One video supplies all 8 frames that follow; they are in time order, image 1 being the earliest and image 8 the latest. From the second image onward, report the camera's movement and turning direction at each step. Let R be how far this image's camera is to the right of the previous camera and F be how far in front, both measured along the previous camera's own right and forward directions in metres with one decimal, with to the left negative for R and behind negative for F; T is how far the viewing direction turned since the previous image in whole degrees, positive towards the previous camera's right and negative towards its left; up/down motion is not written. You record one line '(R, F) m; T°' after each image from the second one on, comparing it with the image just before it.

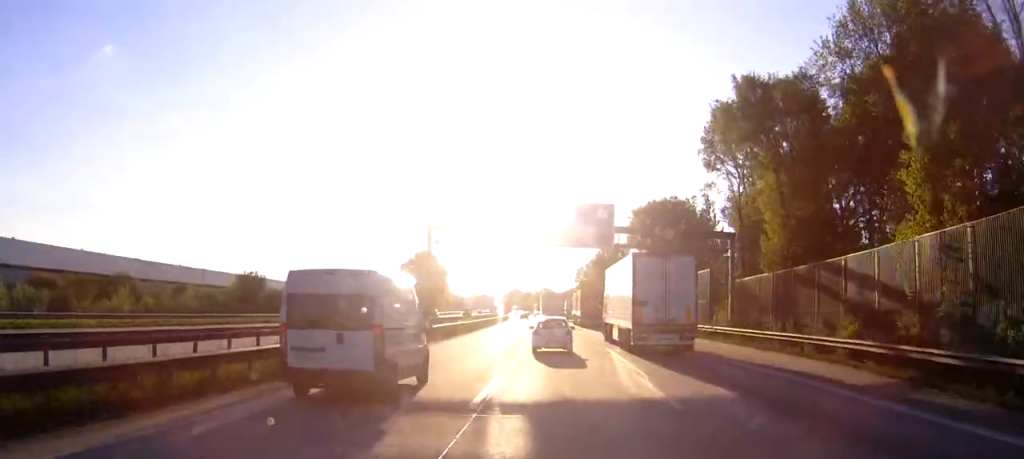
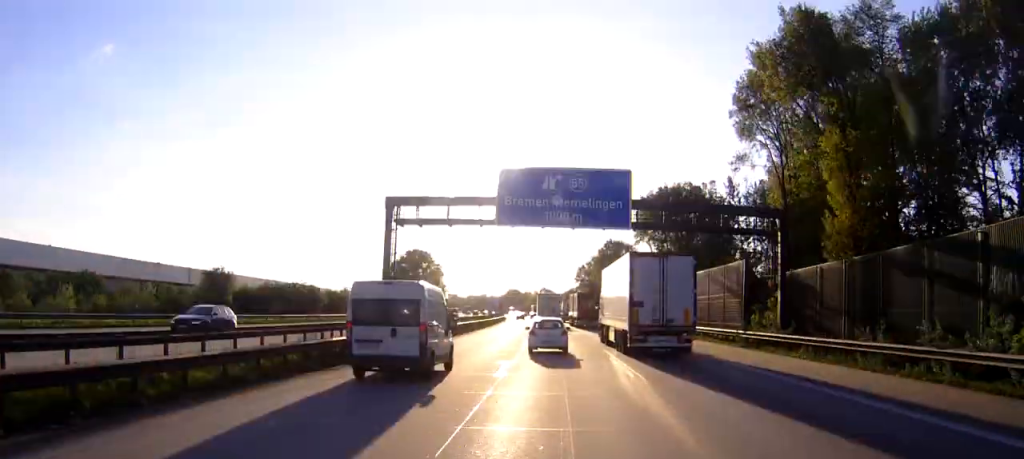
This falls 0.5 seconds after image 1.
(0.0, +11.2) m; 0°
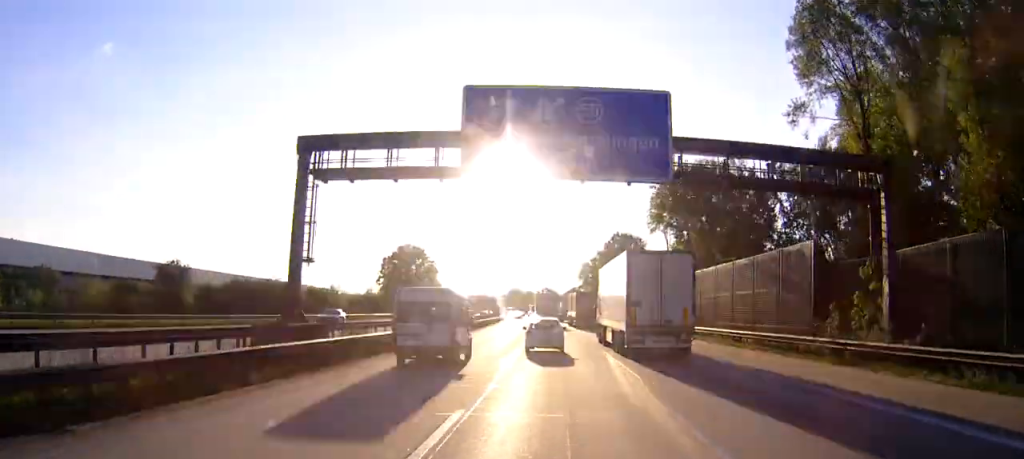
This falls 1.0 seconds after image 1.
(0.0, +12.8) m; 0°
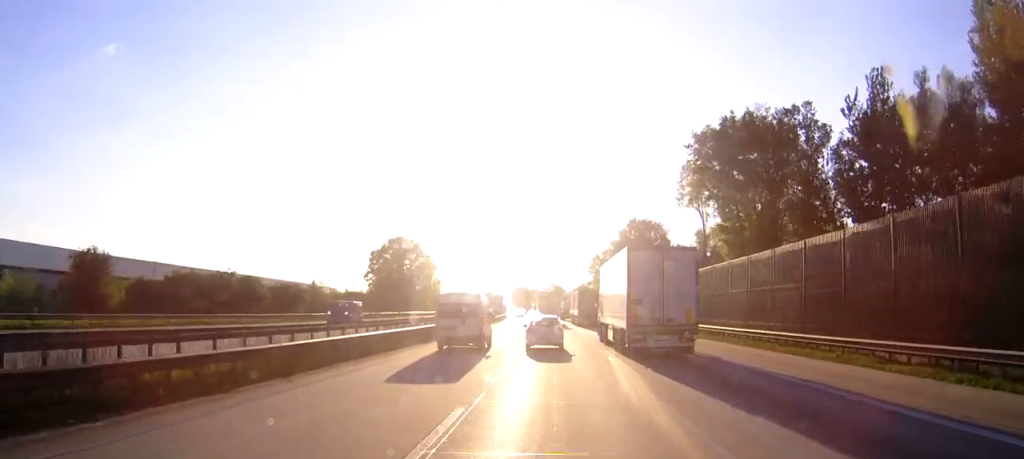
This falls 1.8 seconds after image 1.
(-0.1, +18.4) m; 0°
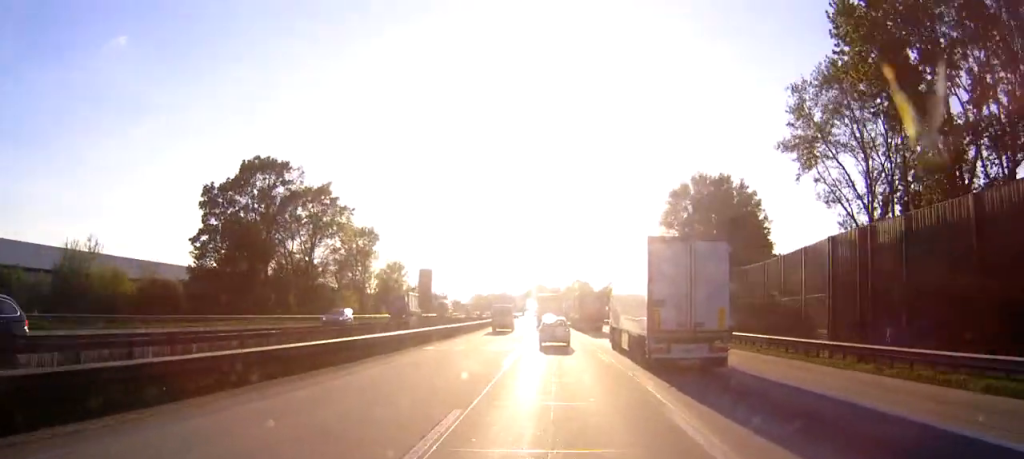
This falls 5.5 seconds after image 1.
(-1.7, +90.0) m; -2°
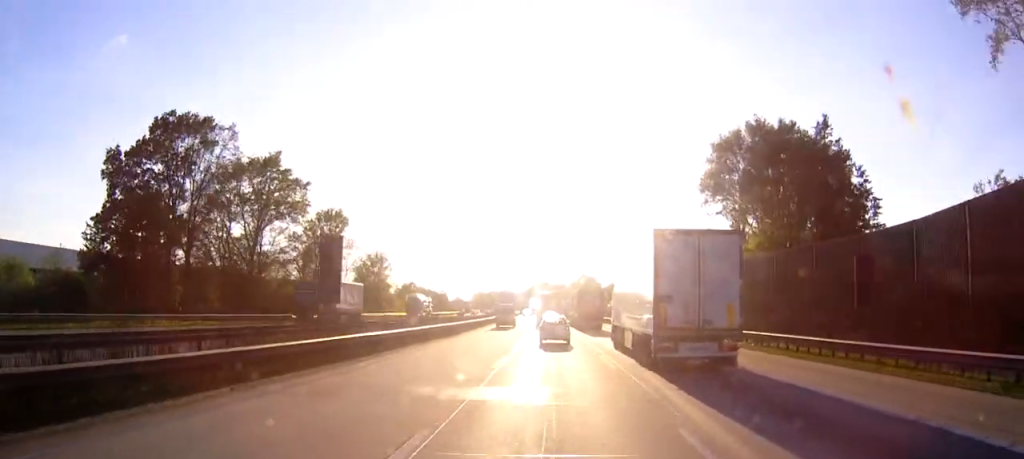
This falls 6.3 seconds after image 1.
(-0.1, +20.5) m; 0°
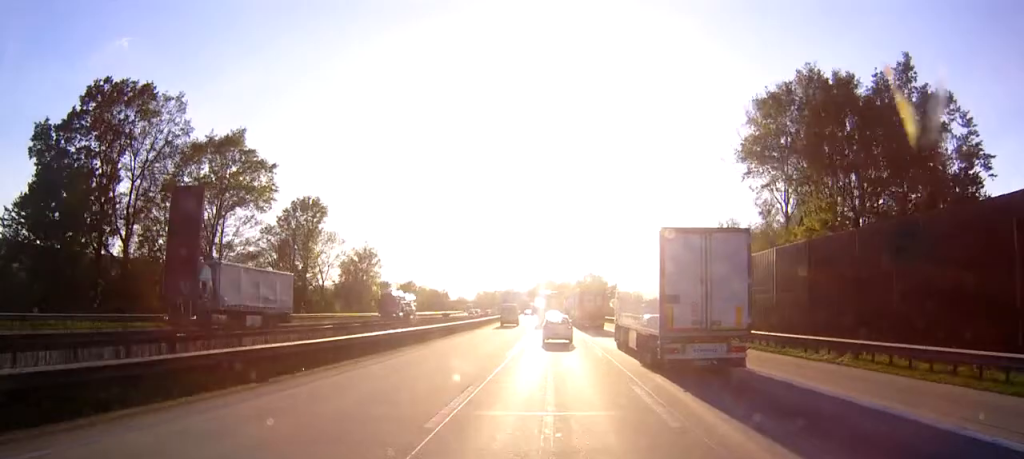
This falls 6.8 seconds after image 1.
(0.0, +11.6) m; 0°
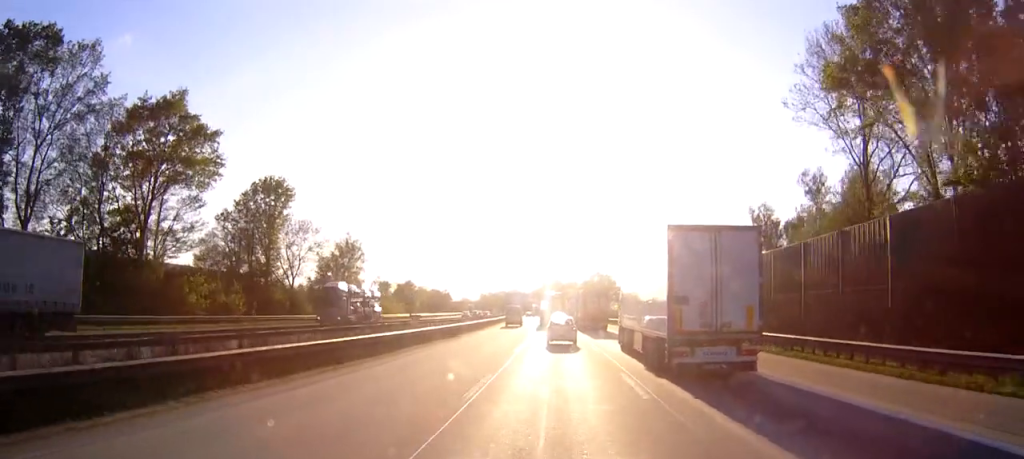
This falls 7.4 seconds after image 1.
(0.0, +14.0) m; 0°
